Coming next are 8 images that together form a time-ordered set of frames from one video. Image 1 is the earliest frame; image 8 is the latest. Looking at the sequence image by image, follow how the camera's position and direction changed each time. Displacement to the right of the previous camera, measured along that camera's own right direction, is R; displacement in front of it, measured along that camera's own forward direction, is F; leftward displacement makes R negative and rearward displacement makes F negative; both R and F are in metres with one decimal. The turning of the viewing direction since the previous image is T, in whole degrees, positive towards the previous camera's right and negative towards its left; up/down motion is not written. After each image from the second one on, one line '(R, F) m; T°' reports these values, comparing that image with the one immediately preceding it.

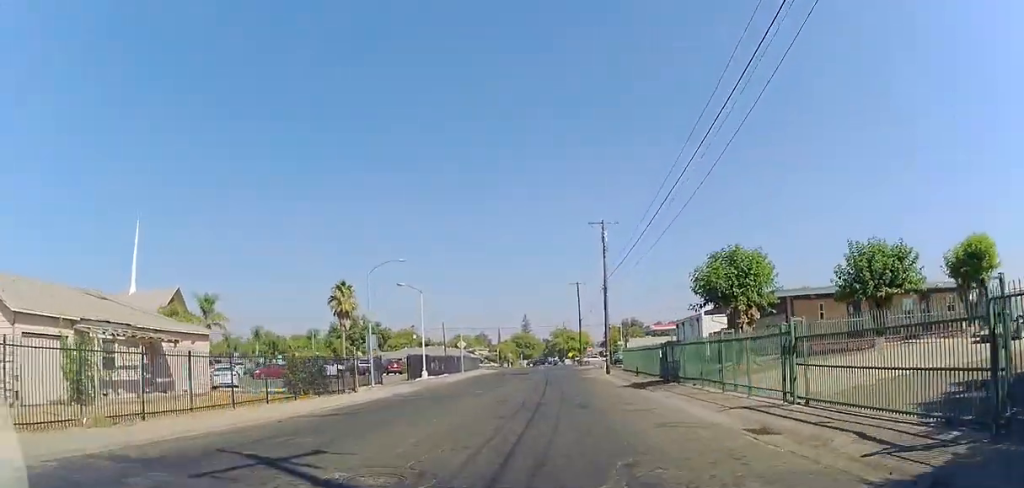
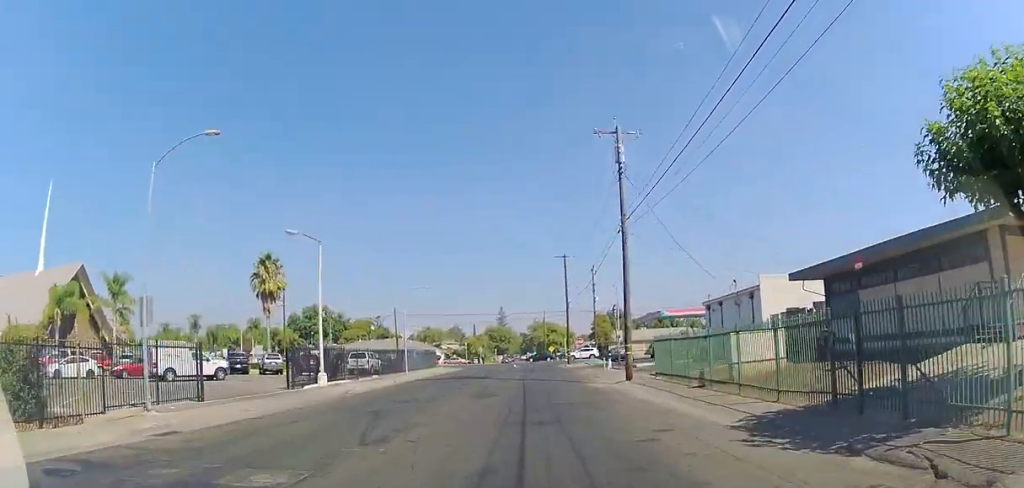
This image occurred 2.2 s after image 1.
(+0.5, +18.8) m; +2°
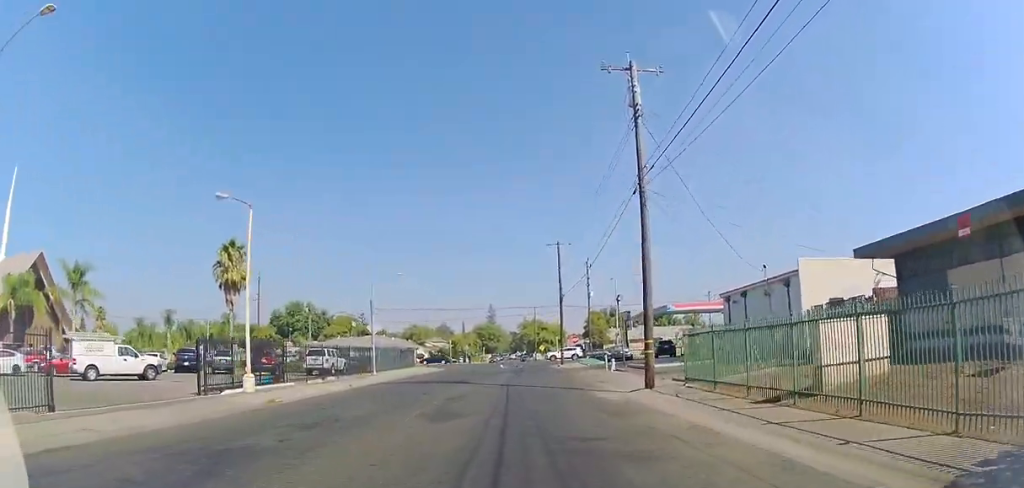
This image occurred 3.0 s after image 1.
(0.0, +6.6) m; +1°
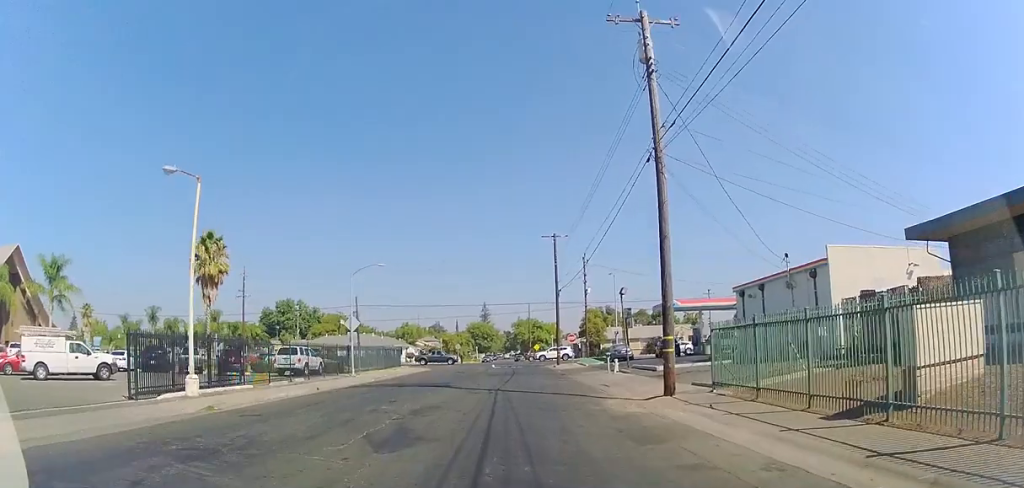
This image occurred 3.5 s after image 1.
(0.0, +3.6) m; +1°
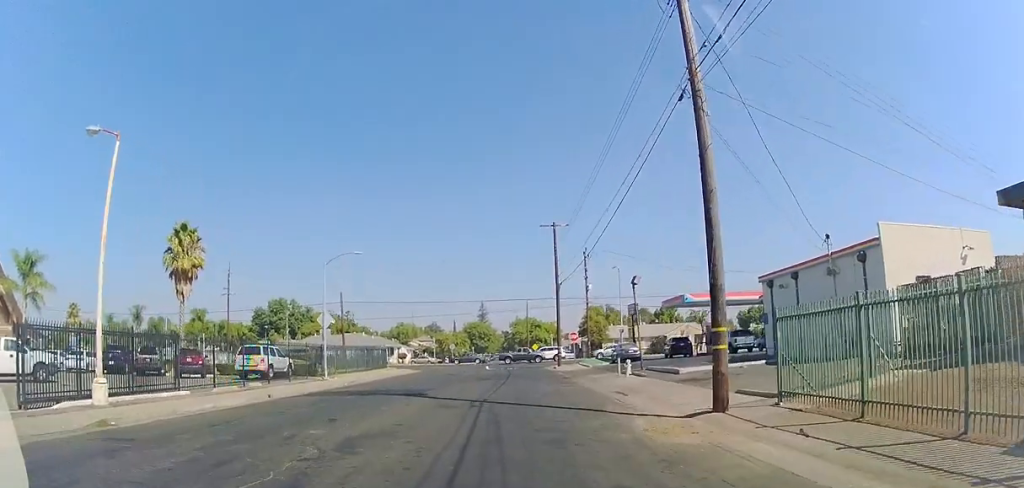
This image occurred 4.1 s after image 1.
(+0.1, +4.5) m; +1°
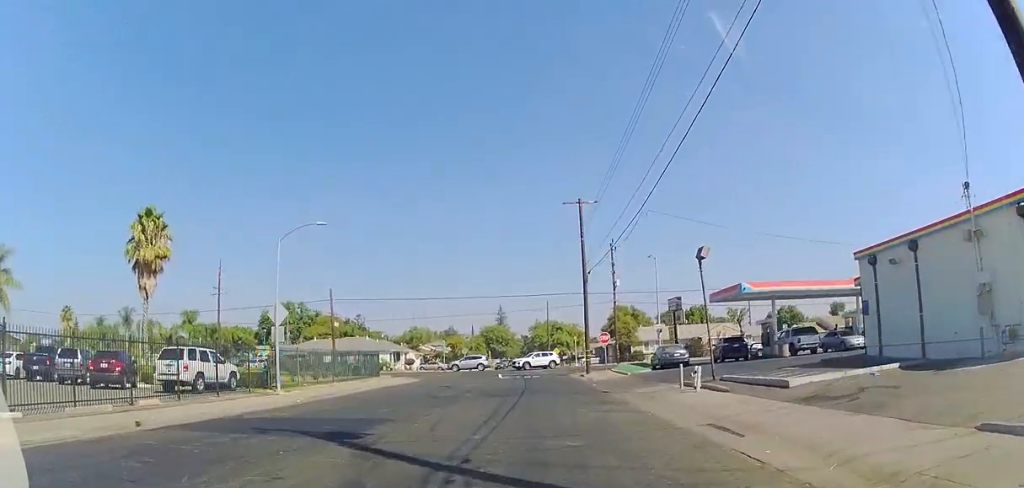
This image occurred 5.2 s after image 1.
(0.0, +8.3) m; -1°
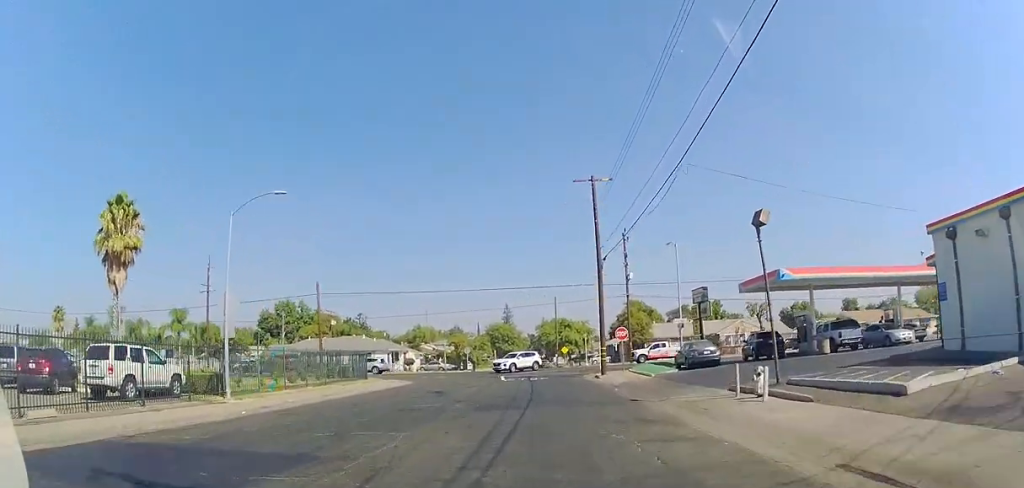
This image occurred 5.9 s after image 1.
(-0.1, +4.4) m; -1°
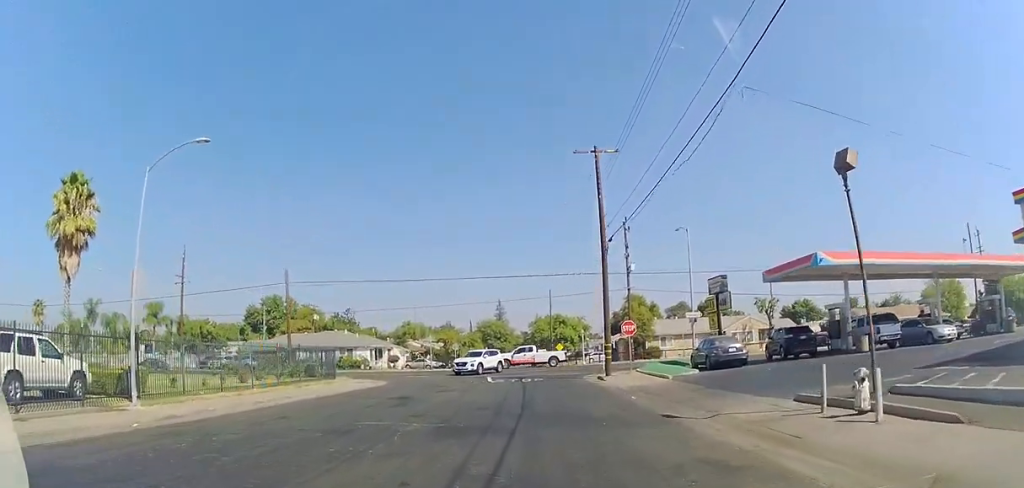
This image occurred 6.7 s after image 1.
(0.0, +4.4) m; -1°
